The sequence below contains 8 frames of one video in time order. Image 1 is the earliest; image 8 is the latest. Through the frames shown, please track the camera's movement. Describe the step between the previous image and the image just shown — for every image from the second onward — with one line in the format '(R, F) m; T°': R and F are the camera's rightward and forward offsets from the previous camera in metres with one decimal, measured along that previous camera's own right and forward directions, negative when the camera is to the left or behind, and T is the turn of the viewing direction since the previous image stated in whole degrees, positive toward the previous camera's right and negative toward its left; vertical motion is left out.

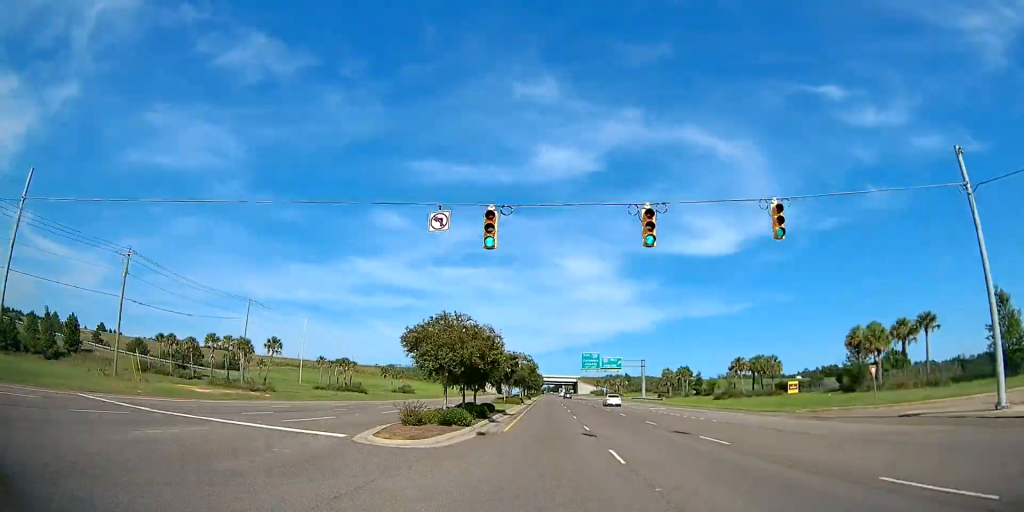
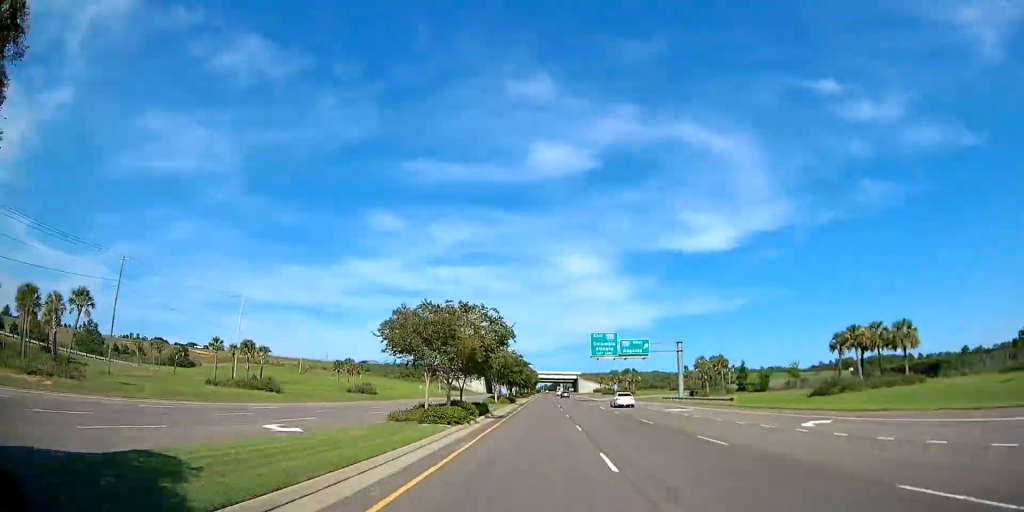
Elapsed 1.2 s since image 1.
(-1.8, +35.2) m; -3°
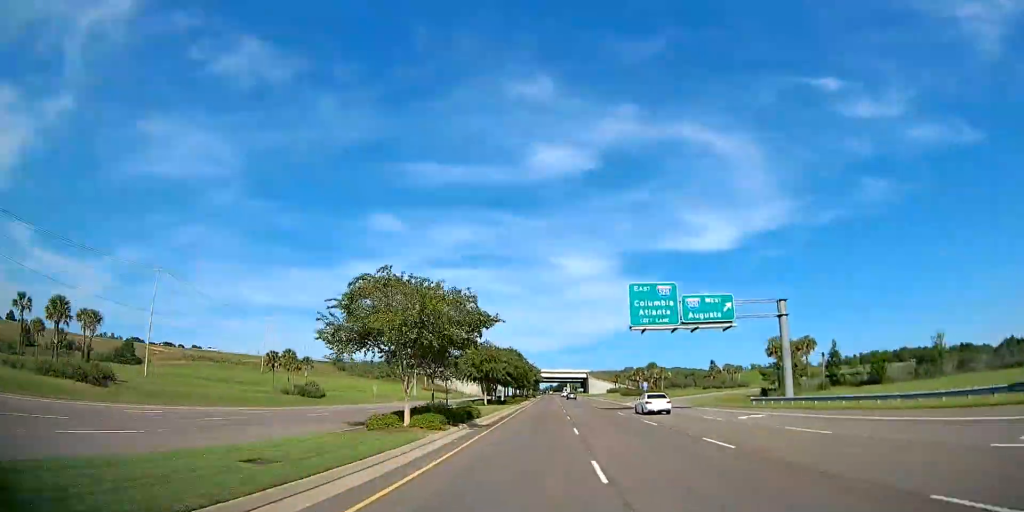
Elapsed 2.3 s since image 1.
(+0.4, +35.4) m; +3°
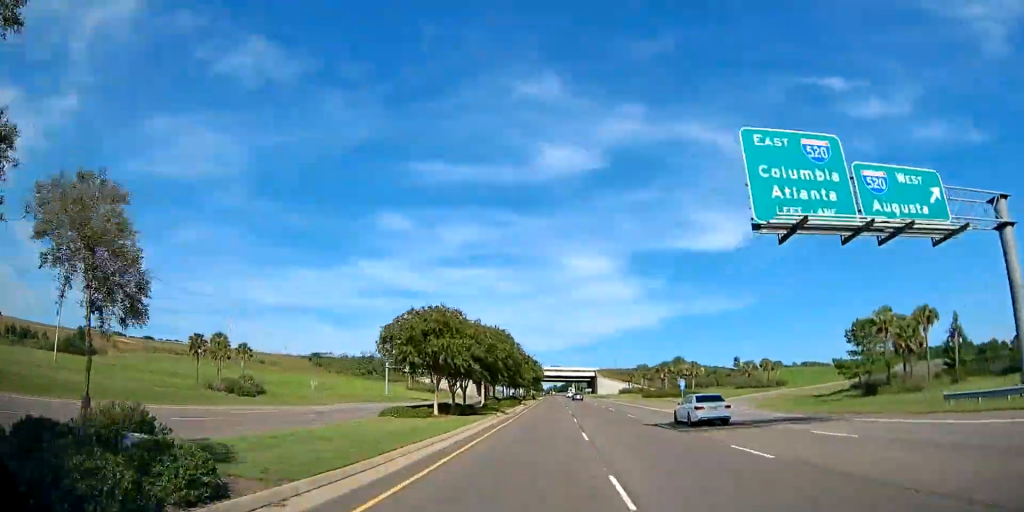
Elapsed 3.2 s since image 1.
(+0.7, +25.9) m; +2°
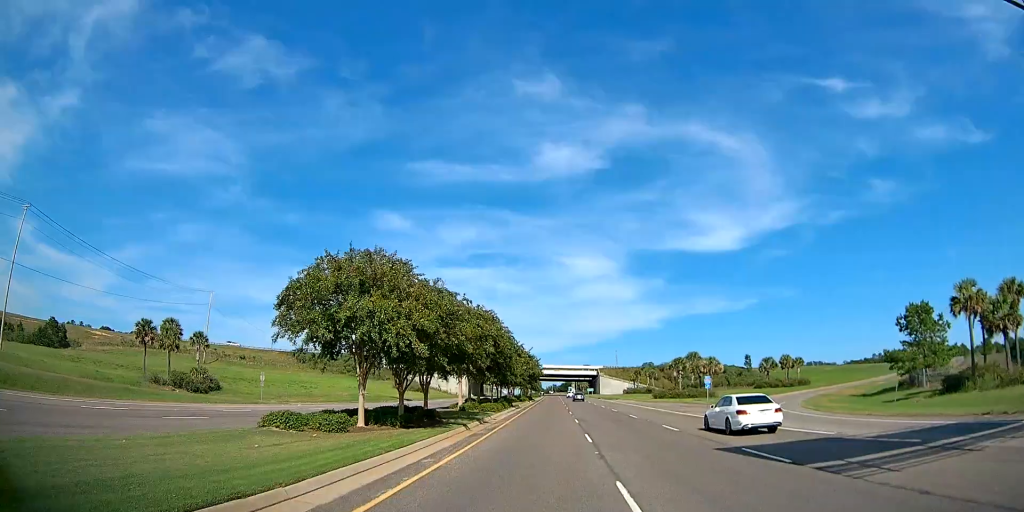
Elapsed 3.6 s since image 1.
(0.0, +12.4) m; 0°
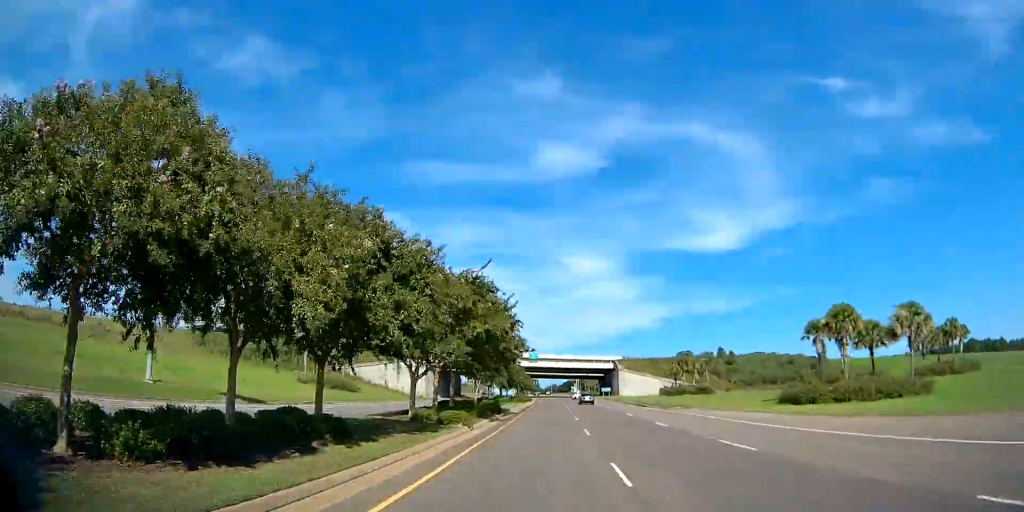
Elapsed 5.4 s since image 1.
(0.0, +55.4) m; 0°
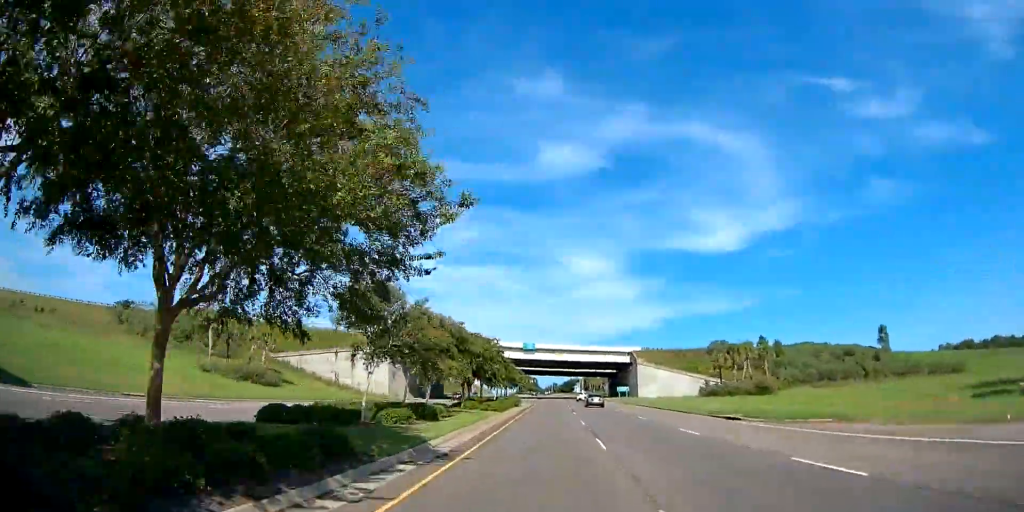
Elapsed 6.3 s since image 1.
(0.0, +28.6) m; 0°
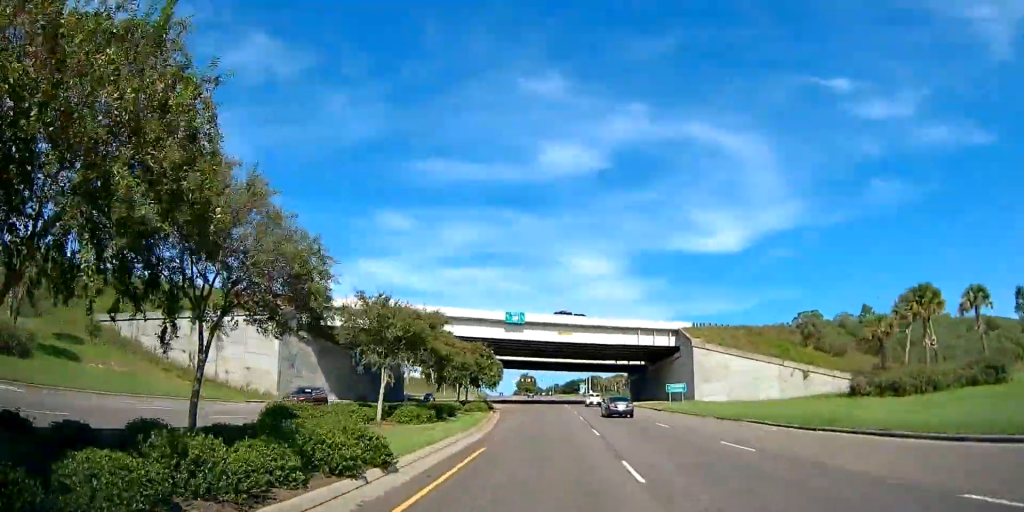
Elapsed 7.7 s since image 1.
(0.0, +41.8) m; 0°
